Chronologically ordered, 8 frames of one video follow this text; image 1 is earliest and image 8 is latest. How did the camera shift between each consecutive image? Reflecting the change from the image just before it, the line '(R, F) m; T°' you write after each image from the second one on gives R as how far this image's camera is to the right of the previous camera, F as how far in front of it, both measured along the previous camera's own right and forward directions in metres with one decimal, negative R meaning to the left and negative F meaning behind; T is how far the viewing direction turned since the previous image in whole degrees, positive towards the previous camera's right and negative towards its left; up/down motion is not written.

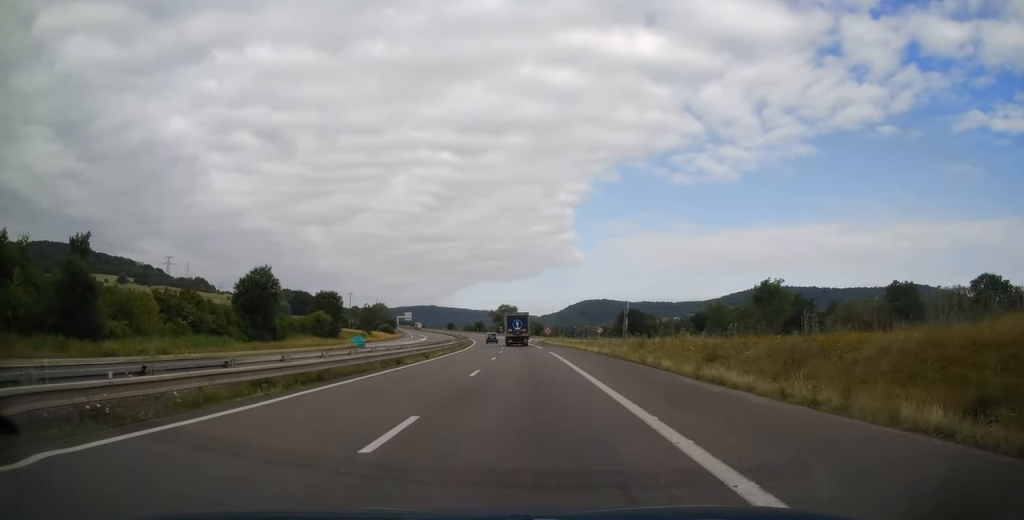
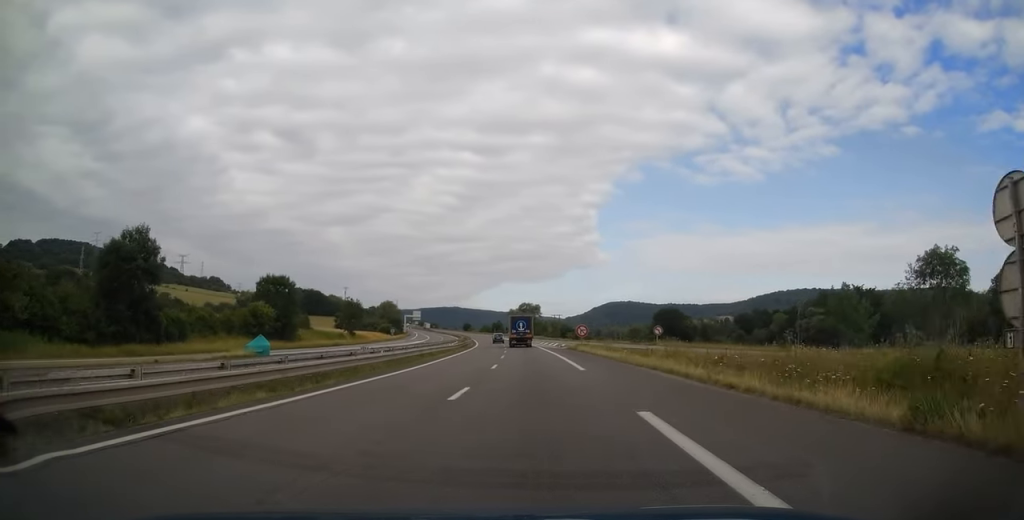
(-0.3, +33.3) m; -2°
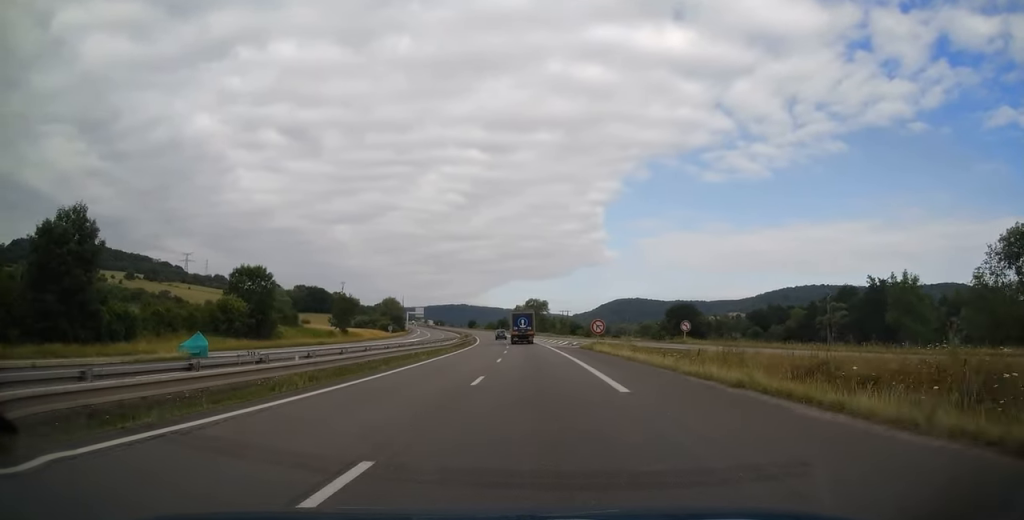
(-0.1, +10.0) m; -1°
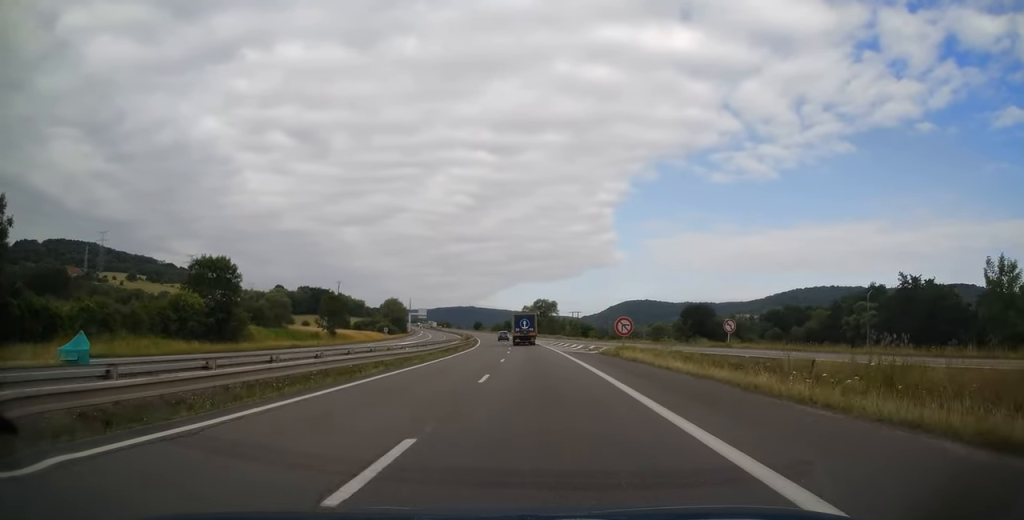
(-0.3, +11.6) m; -1°
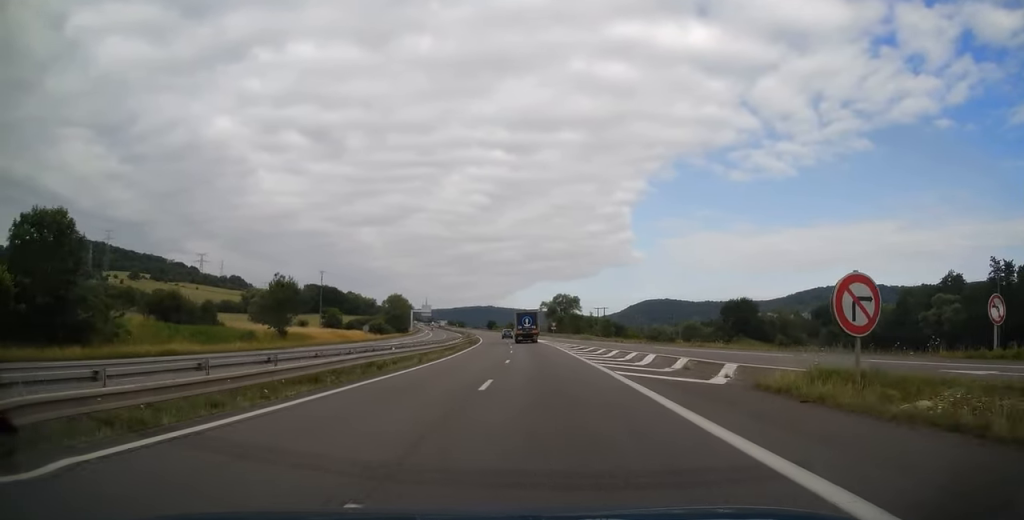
(-0.3, +28.9) m; -2°
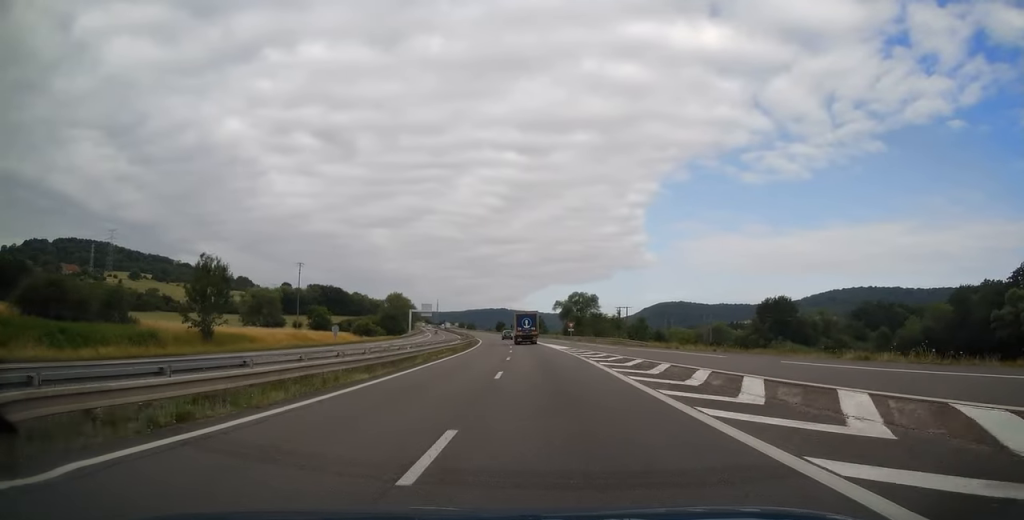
(-0.3, +22.2) m; -1°
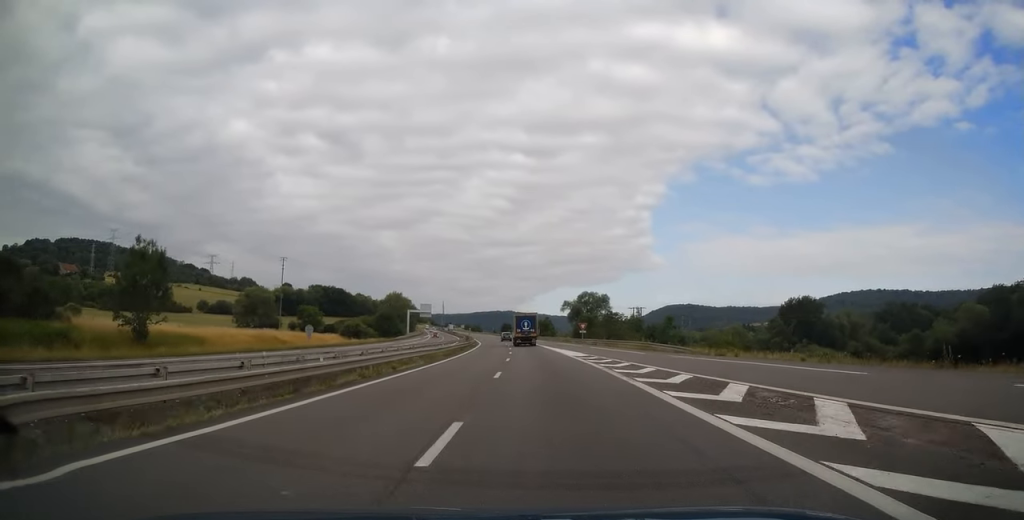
(-0.1, +12.3) m; -1°
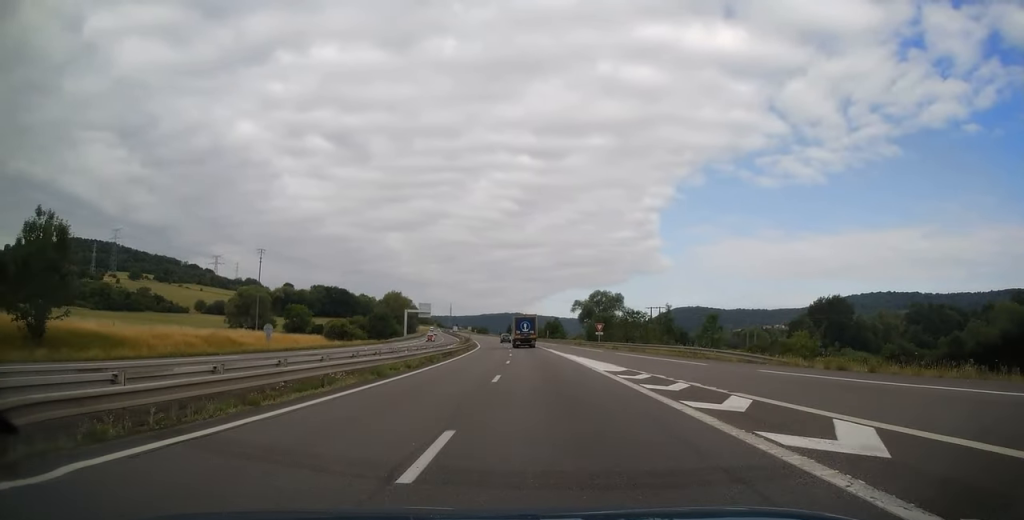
(+0.1, +13.6) m; -1°
